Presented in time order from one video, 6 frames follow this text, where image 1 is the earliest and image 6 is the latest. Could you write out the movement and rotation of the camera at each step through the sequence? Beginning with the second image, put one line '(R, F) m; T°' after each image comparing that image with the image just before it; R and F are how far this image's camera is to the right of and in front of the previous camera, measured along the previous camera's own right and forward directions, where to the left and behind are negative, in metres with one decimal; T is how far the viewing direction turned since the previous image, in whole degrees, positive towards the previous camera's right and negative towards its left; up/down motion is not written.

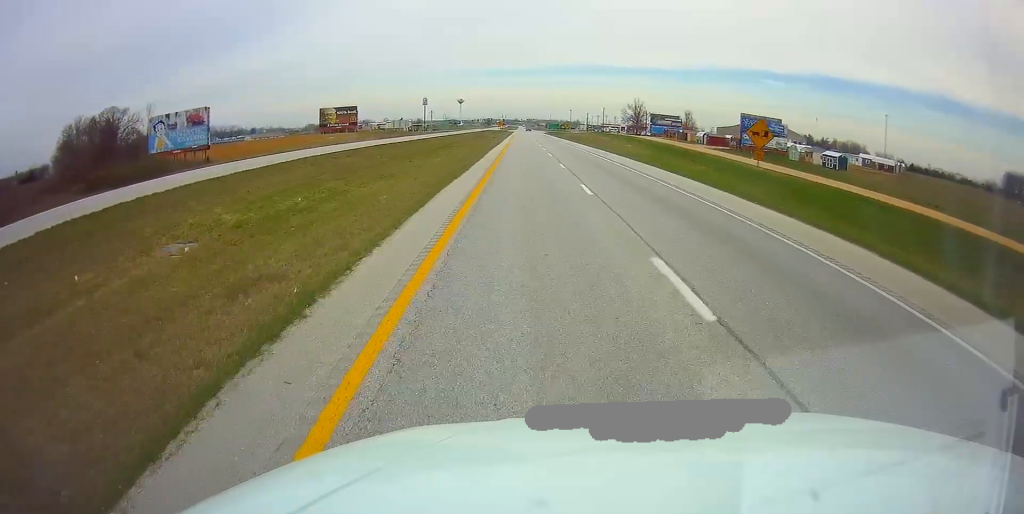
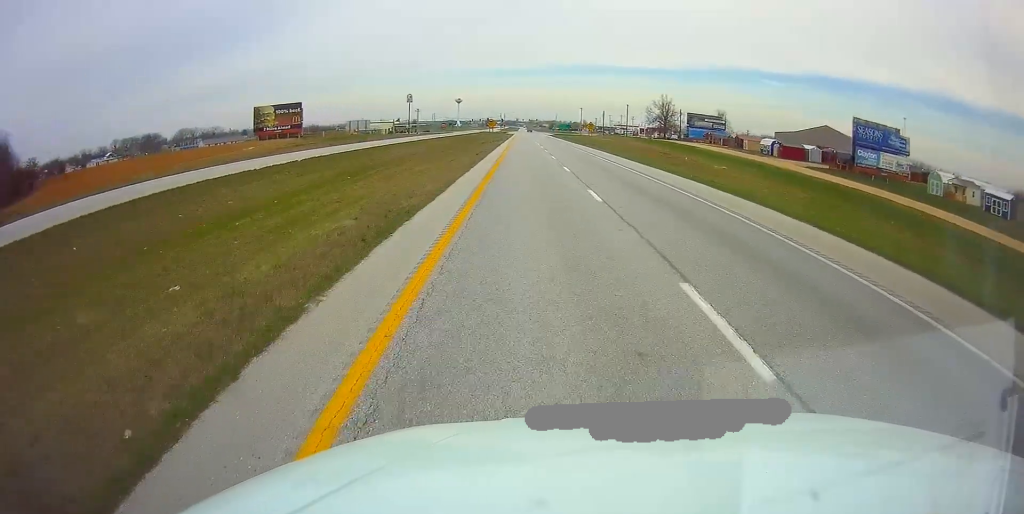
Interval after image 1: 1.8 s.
(-0.1, +49.0) m; -1°
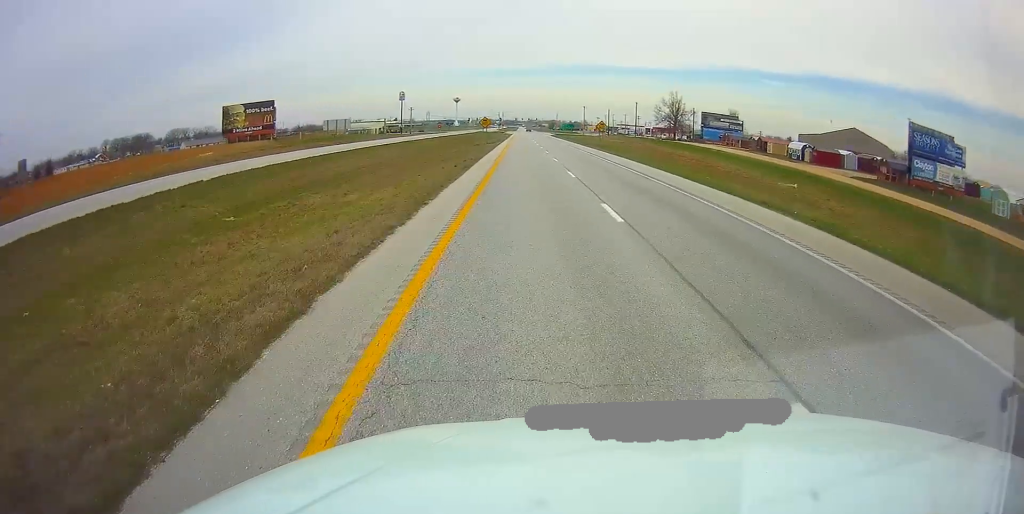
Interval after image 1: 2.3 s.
(-0.2, +15.6) m; 0°
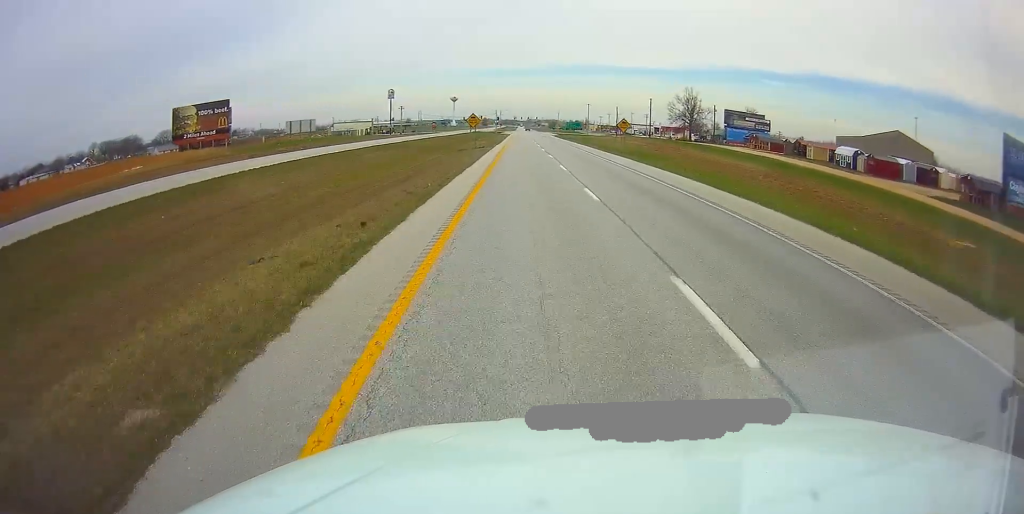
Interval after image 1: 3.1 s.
(+0.3, +20.0) m; +1°
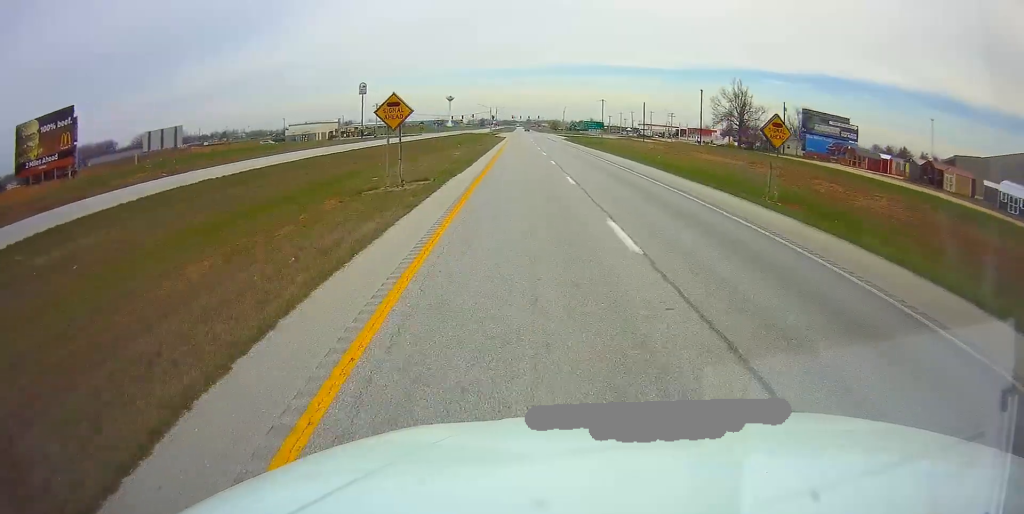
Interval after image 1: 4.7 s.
(-0.2, +42.9) m; -1°
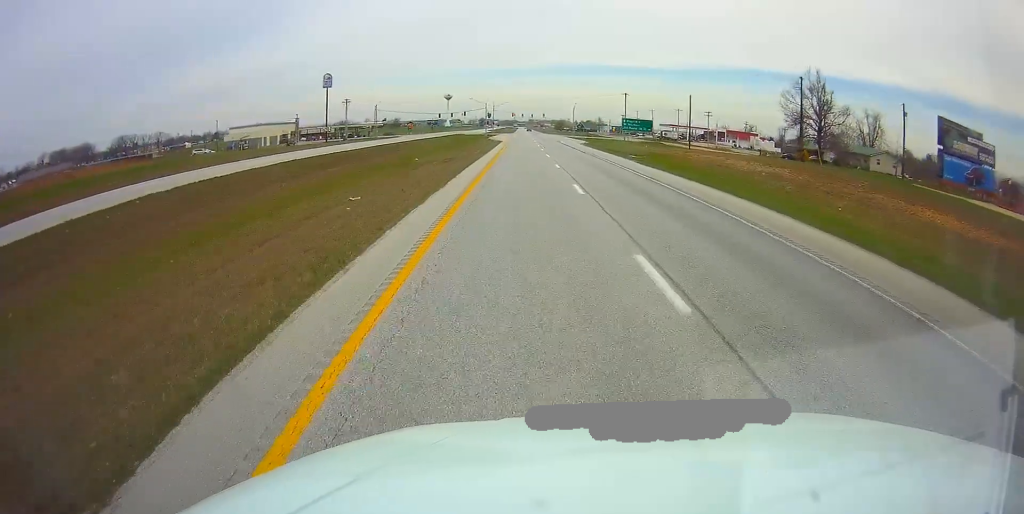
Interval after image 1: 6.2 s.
(-0.2, +38.9) m; 0°
